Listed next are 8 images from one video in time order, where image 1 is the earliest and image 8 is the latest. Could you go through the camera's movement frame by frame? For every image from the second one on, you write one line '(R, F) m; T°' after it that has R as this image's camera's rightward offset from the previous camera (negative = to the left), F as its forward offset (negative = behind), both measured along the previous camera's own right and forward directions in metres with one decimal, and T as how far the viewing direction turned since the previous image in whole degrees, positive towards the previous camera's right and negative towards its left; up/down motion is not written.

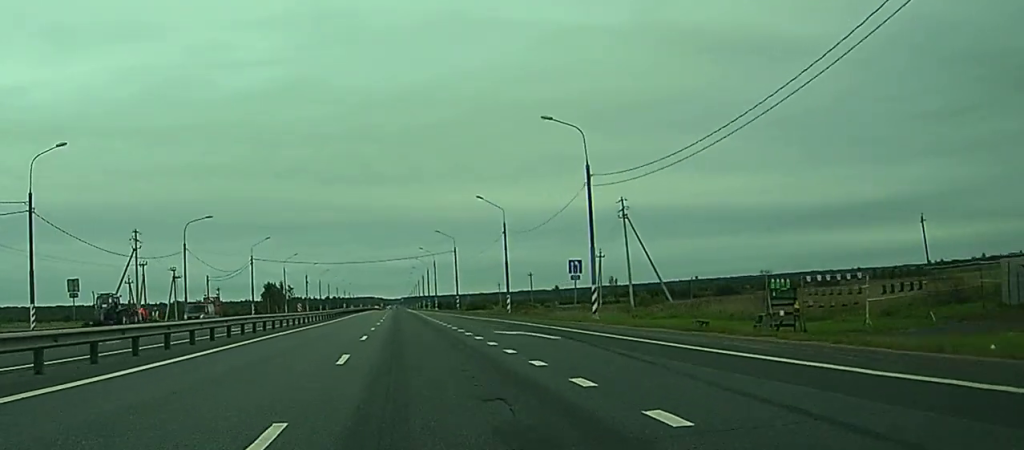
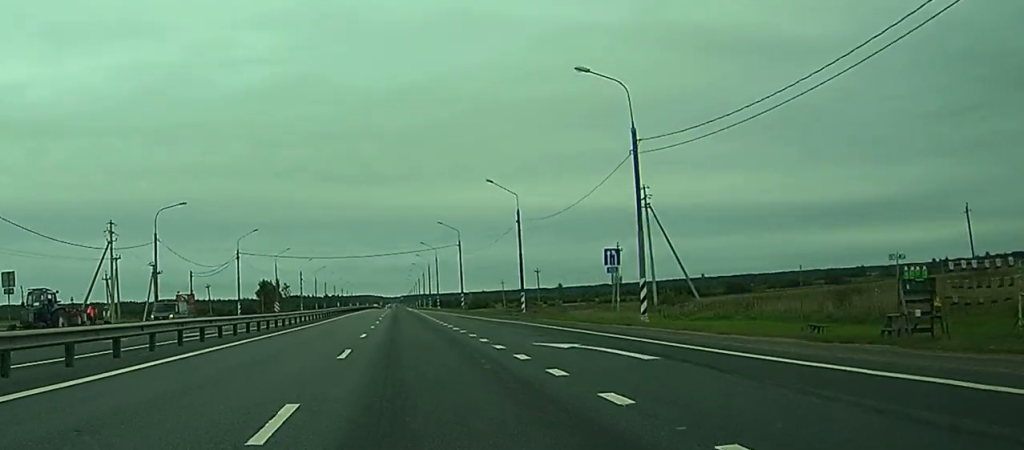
(0.0, +10.4) m; 0°
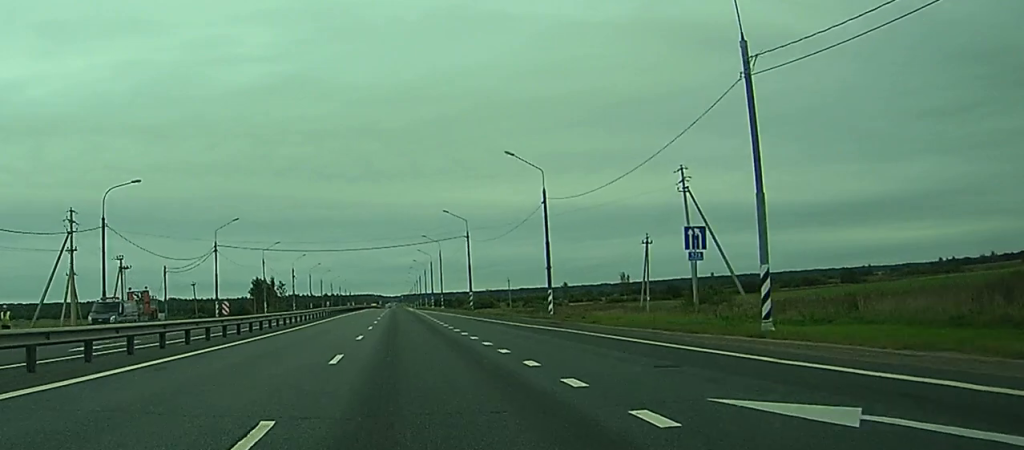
(0.0, +13.9) m; 0°
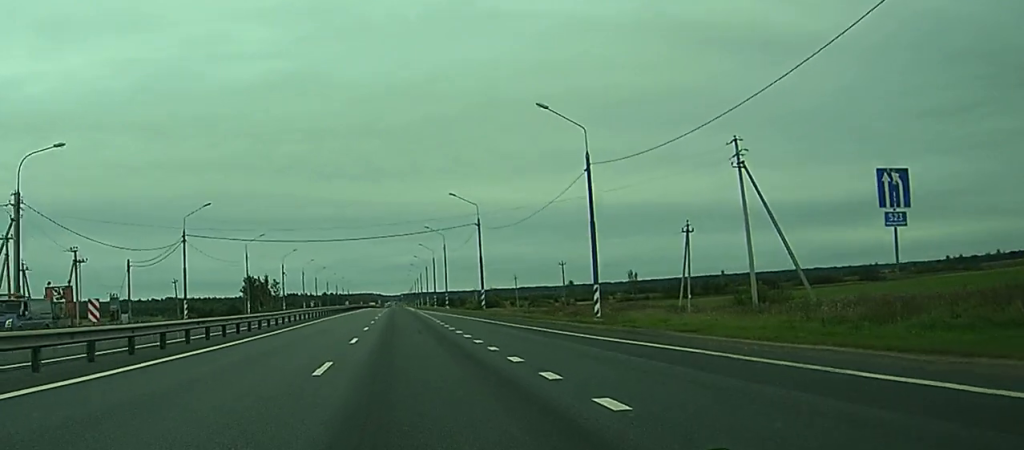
(0.0, +14.6) m; 0°
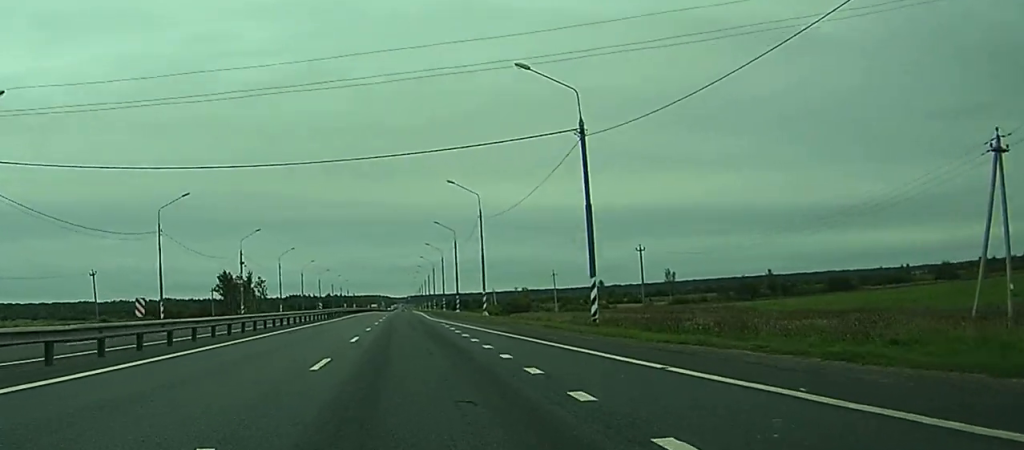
(-0.1, +46.9) m; 0°
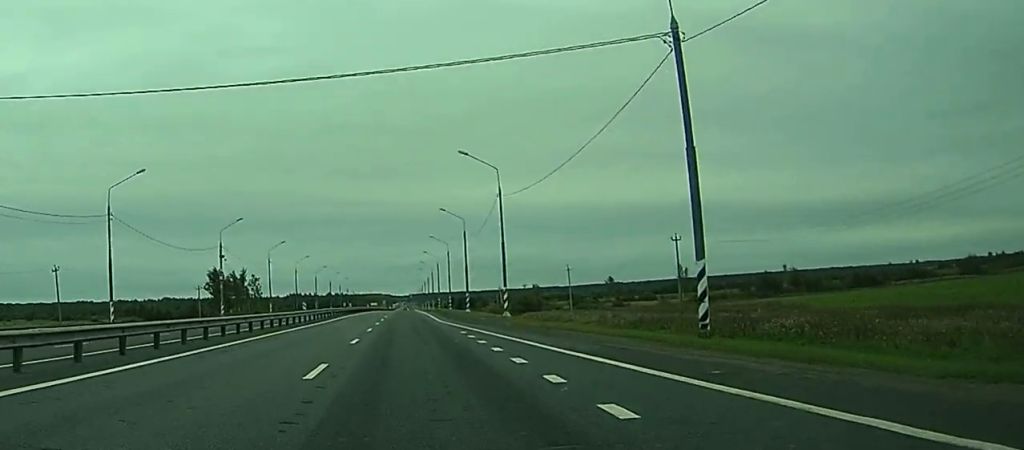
(0.0, +13.6) m; 0°
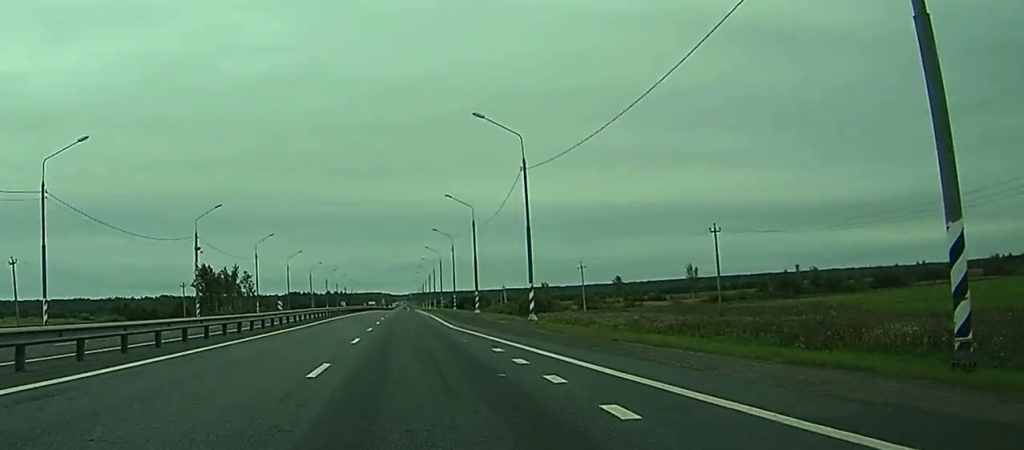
(0.0, +11.8) m; 0°
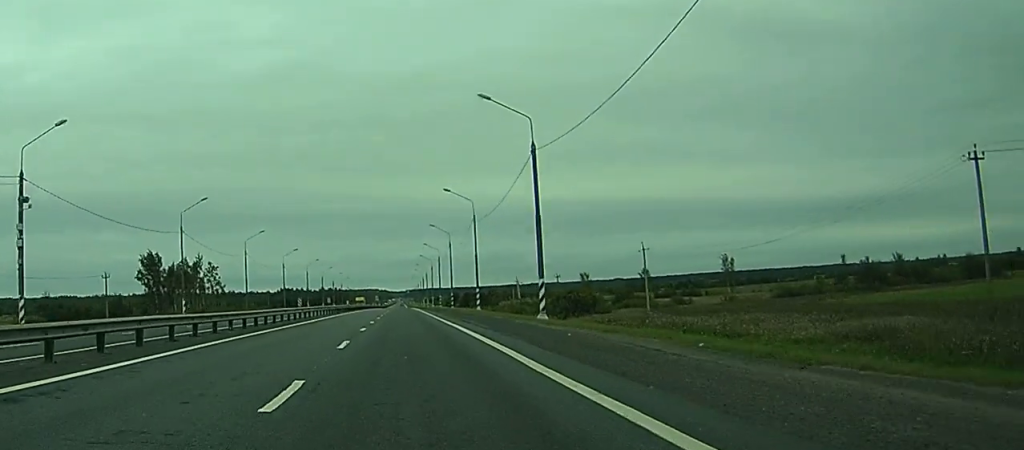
(-0.2, +40.3) m; -1°
